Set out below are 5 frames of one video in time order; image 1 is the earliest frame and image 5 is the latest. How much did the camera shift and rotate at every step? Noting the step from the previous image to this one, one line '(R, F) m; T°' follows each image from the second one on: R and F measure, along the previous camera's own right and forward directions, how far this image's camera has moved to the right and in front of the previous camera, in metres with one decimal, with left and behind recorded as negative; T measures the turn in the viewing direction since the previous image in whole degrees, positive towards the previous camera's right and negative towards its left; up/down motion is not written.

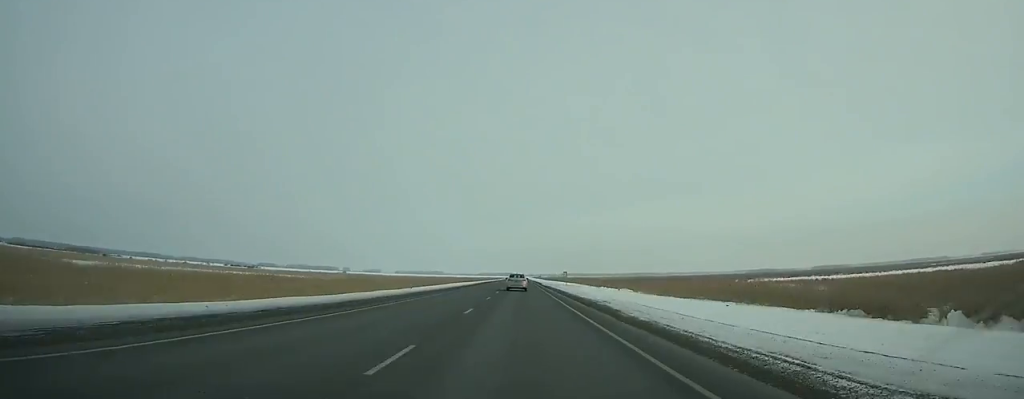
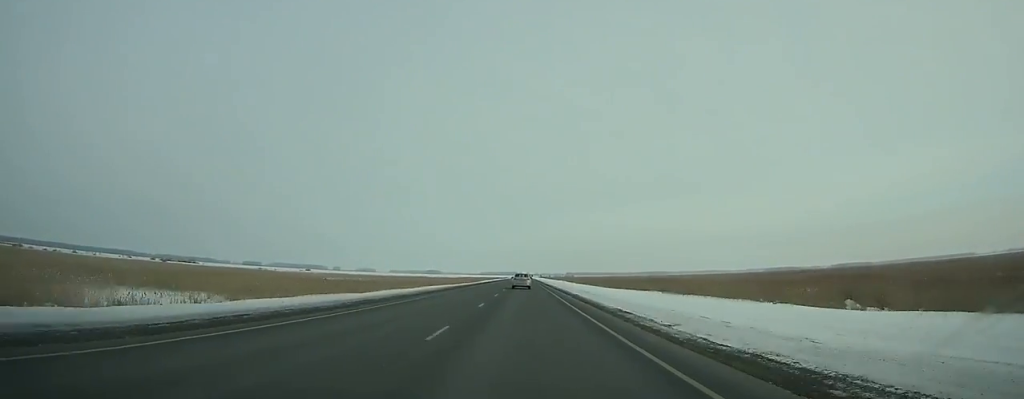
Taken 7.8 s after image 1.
(-0.7, +238.2) m; 0°
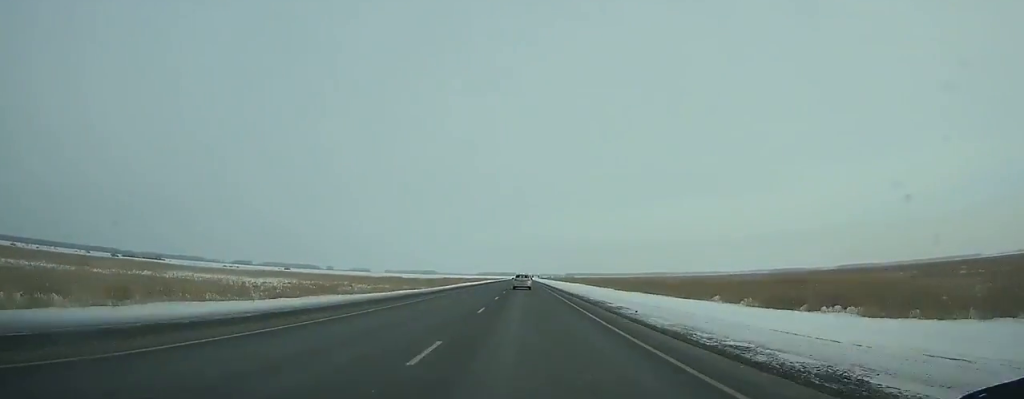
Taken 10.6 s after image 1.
(+0.1, +87.1) m; 0°
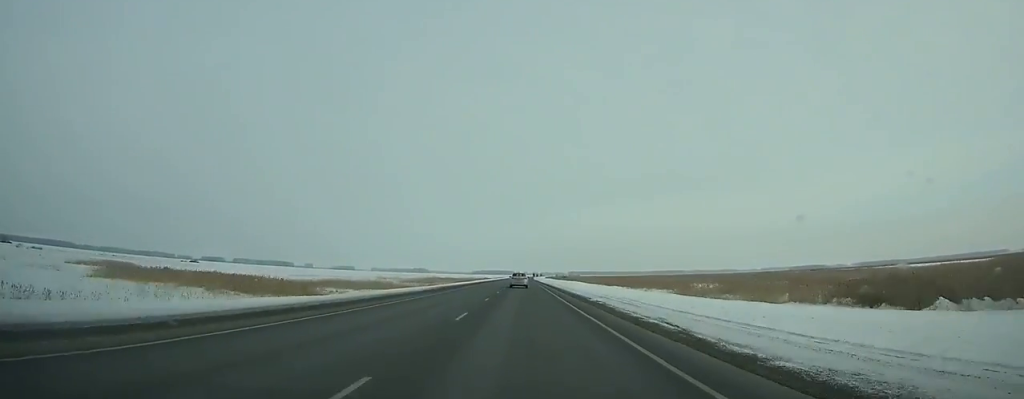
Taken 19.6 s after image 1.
(-0.4, +279.5) m; 0°
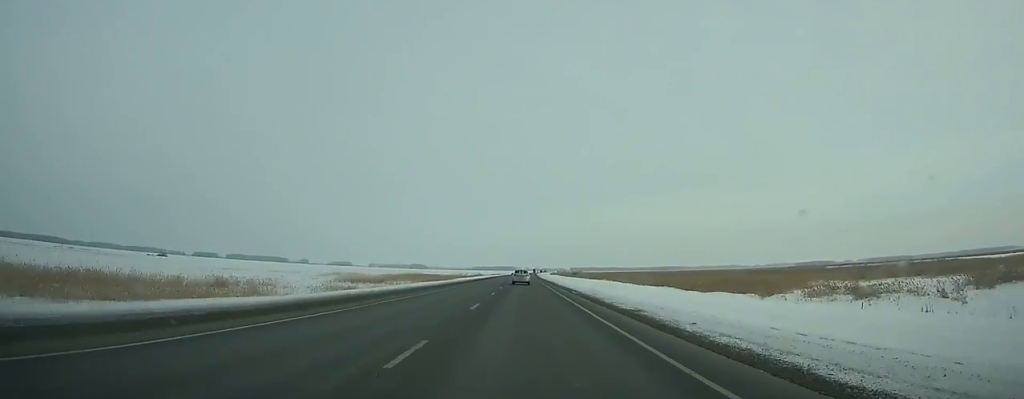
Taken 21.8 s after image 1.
(+0.1, +67.6) m; 0°
